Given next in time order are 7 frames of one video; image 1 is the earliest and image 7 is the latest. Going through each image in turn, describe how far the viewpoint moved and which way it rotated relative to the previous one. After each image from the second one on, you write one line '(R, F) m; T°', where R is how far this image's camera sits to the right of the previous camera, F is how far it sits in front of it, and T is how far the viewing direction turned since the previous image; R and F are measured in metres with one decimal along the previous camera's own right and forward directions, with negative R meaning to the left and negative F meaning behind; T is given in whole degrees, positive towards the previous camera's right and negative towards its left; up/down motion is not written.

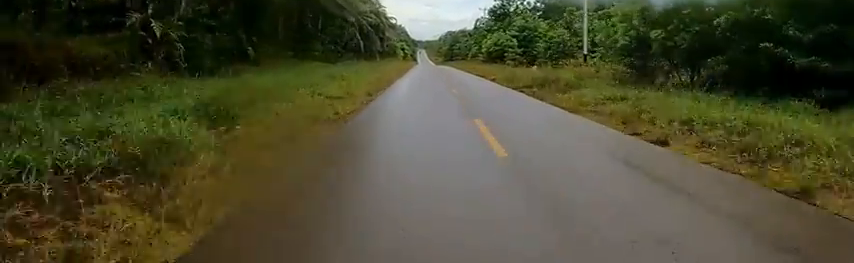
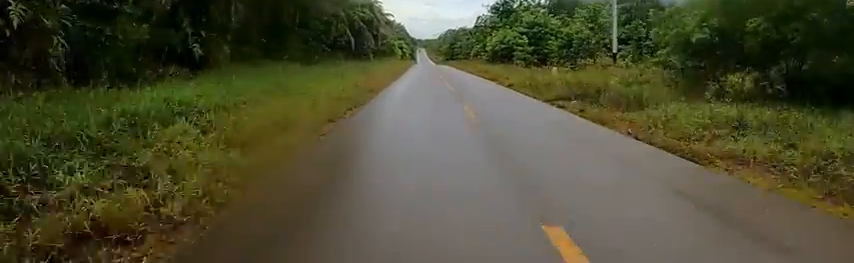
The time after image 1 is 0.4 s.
(0.0, +5.3) m; 0°
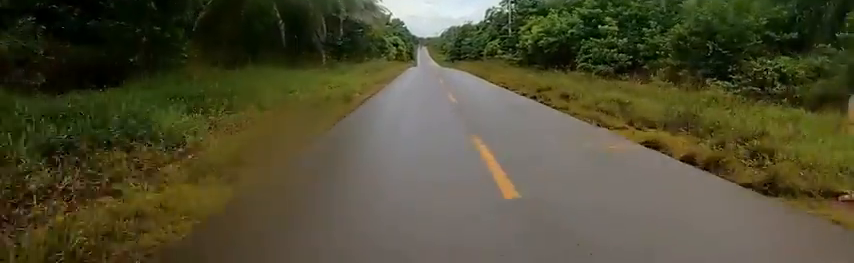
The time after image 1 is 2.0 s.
(-0.7, +19.5) m; -3°
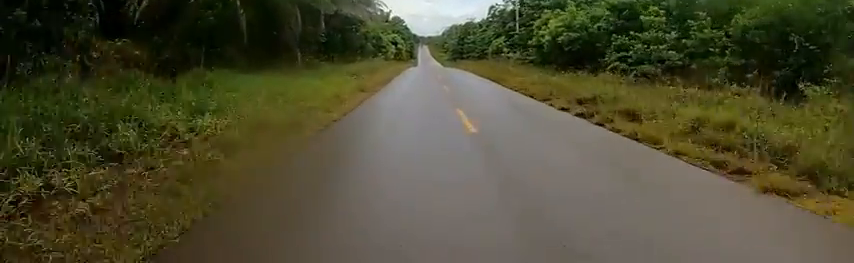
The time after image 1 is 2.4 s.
(-0.4, +4.9) m; +1°
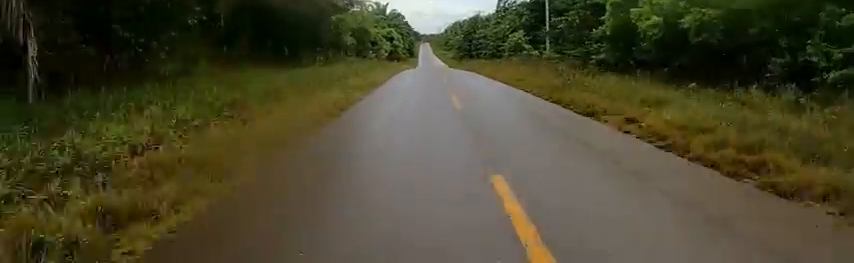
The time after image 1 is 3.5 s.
(+1.0, +13.3) m; +5°
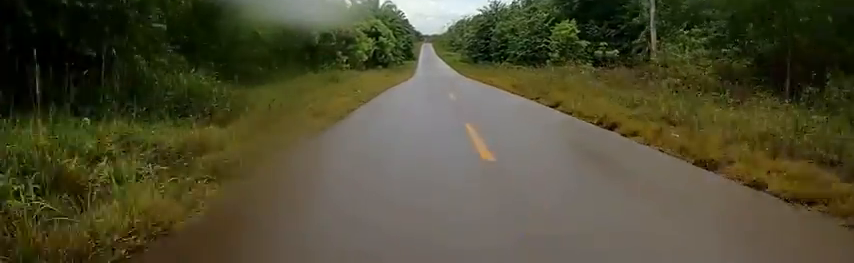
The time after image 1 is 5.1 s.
(+0.1, +20.9) m; 0°
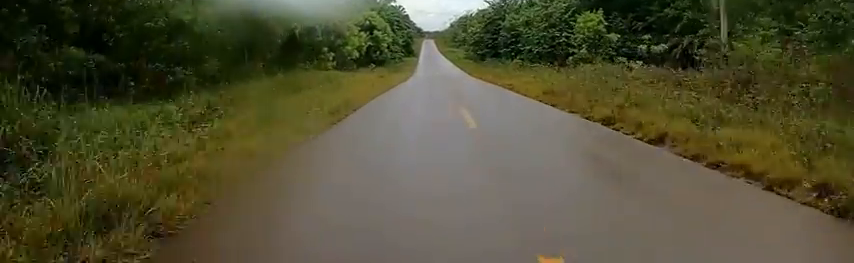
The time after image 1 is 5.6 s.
(0.0, +6.0) m; 0°
